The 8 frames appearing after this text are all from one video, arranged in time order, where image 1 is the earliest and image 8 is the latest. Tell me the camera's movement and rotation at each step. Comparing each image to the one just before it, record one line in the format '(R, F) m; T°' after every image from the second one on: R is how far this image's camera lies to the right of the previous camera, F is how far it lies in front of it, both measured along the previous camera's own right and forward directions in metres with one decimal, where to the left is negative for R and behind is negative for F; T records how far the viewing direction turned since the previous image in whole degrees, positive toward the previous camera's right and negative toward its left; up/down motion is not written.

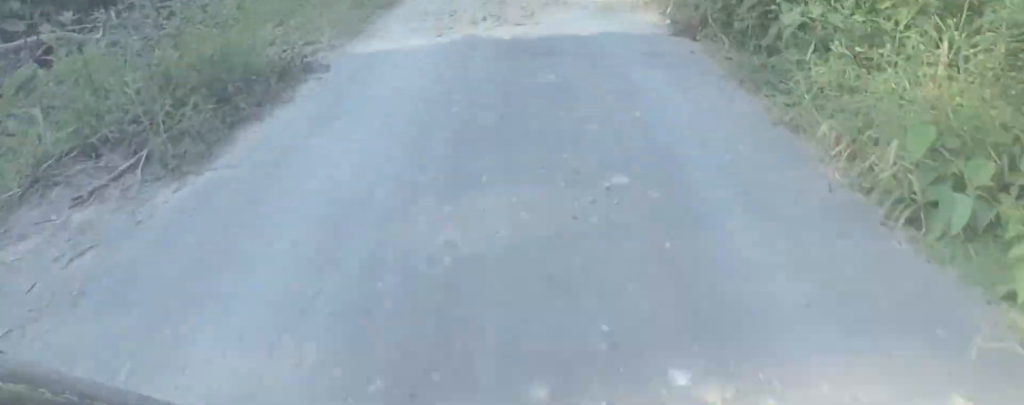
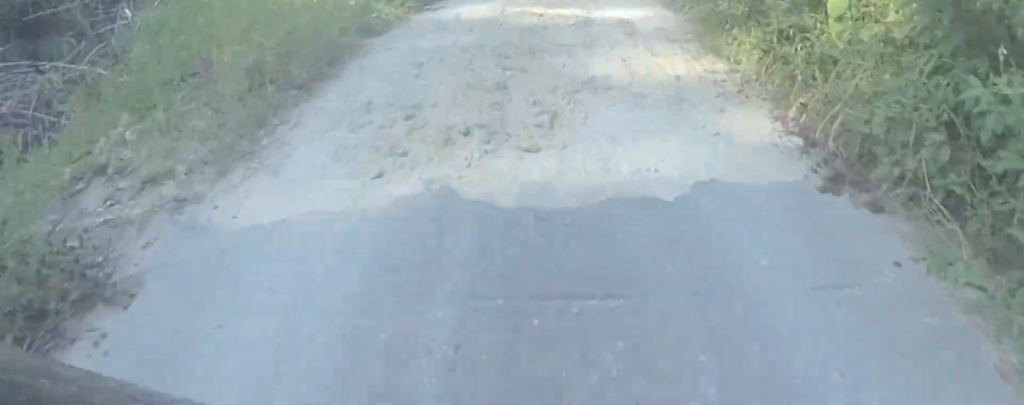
(0.0, +1.7) m; -1°
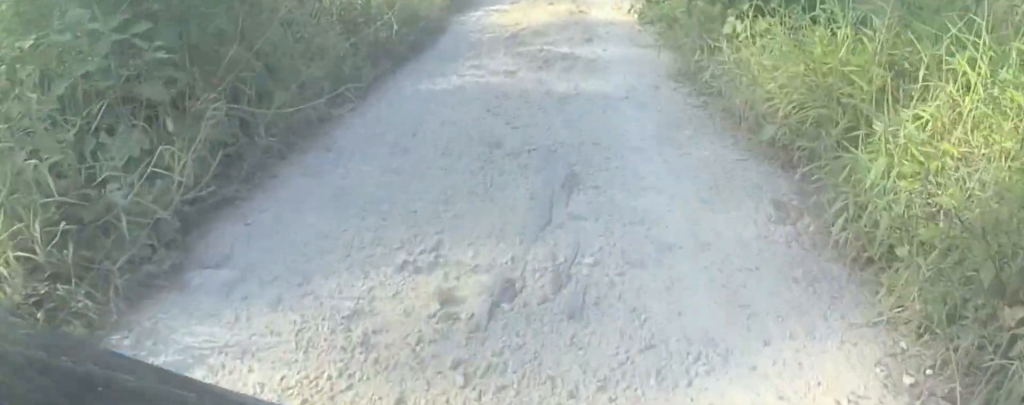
(-0.3, +3.8) m; -14°
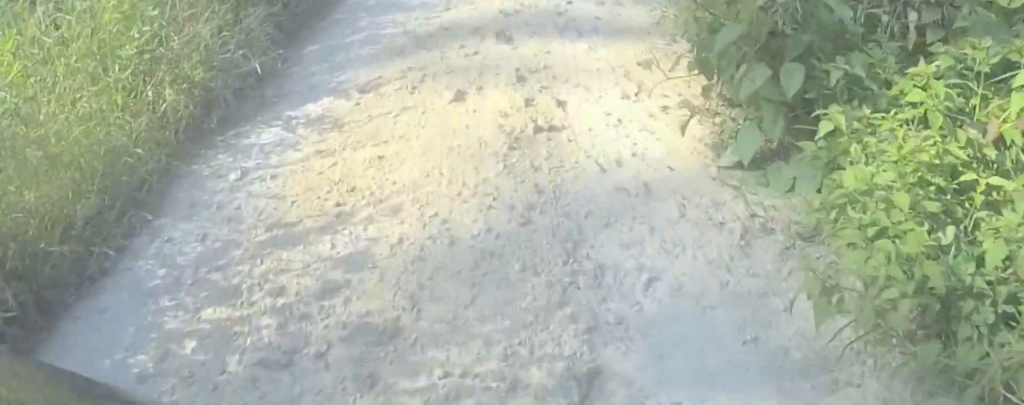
(0.0, +3.4) m; +23°
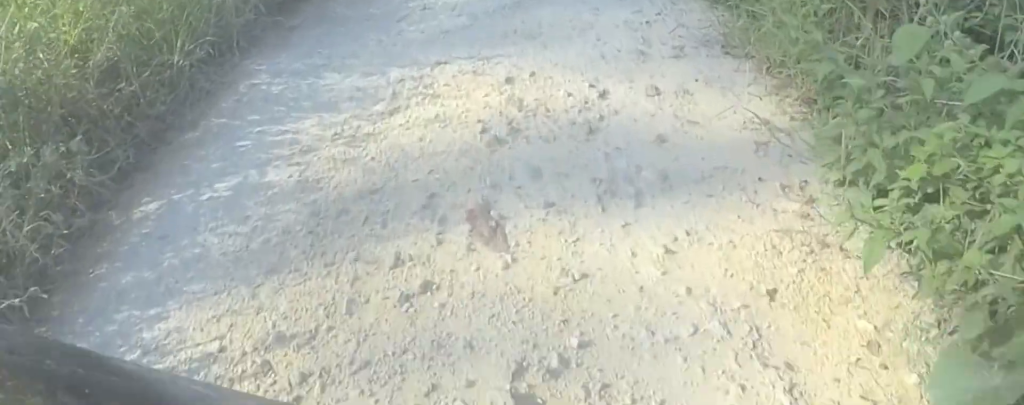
(+0.7, +0.9) m; +5°
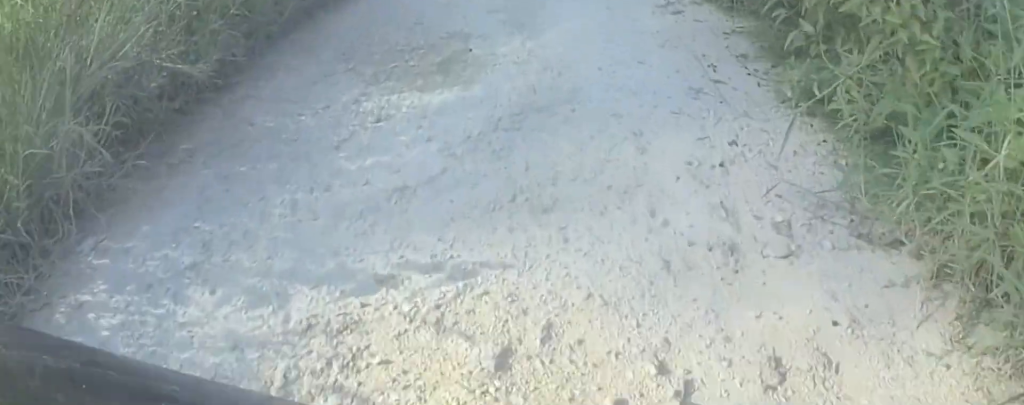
(-0.2, +0.6) m; -9°
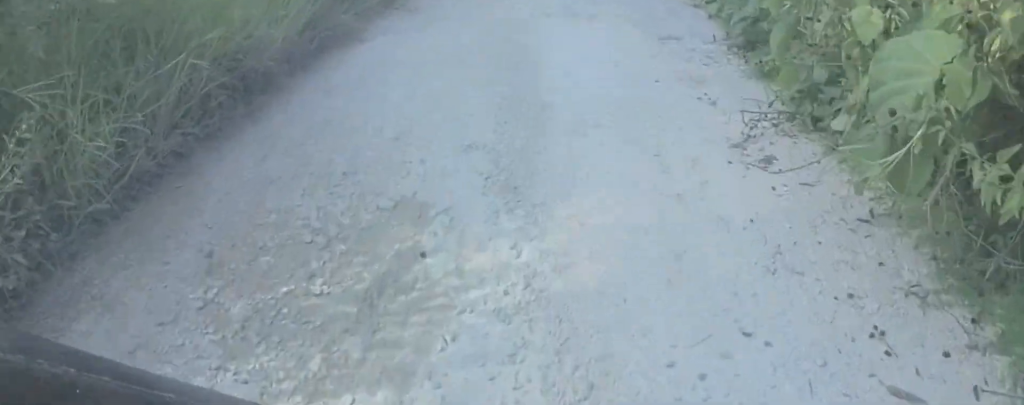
(-0.5, +0.9) m; -16°
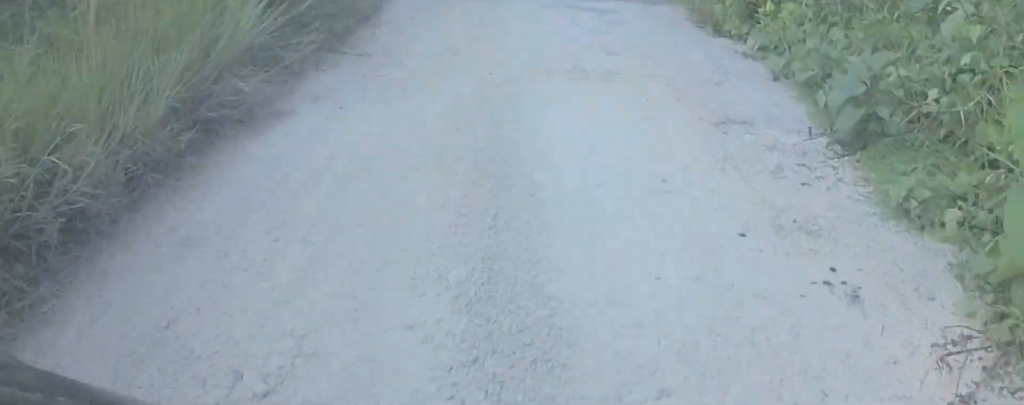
(+0.2, +2.1) m; +14°
